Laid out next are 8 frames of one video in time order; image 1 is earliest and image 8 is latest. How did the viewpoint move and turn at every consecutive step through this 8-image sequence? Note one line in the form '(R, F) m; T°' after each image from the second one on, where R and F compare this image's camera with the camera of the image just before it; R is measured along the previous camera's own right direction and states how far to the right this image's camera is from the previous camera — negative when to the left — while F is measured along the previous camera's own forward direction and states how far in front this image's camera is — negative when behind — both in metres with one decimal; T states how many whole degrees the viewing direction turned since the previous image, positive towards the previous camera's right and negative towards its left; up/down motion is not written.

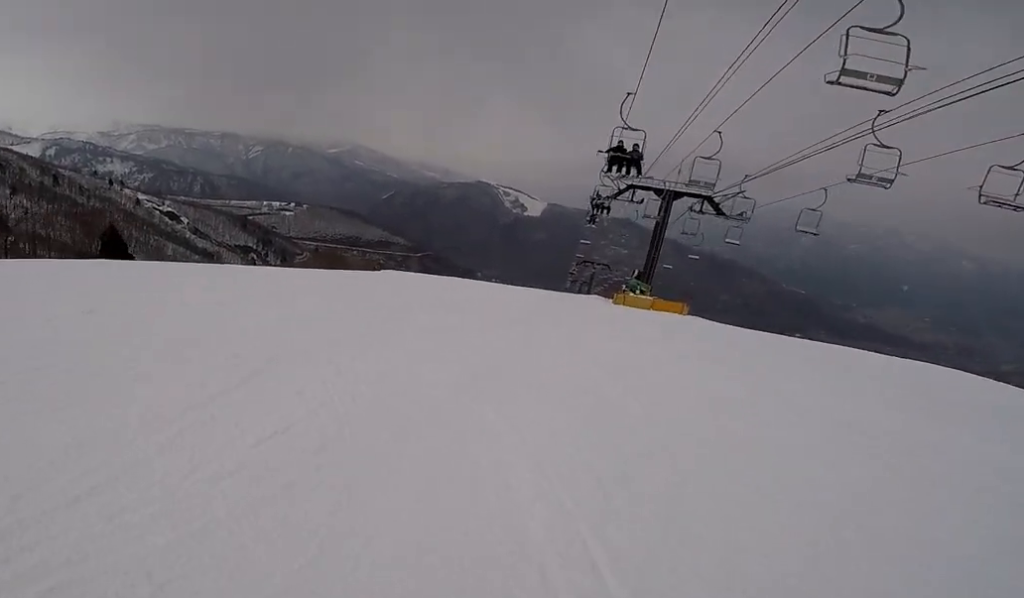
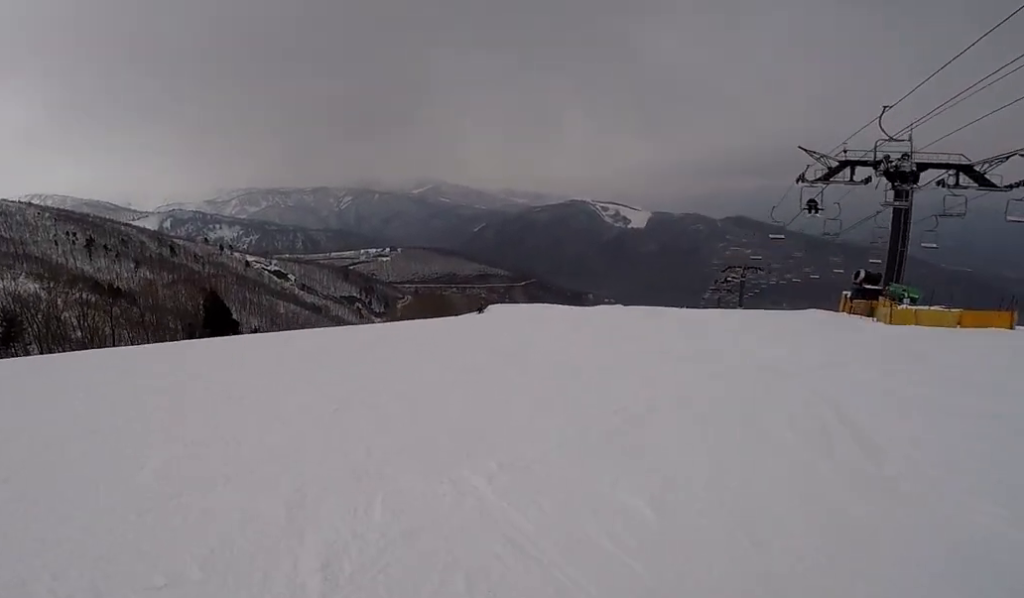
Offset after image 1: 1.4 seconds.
(-2.3, +7.4) m; -22°
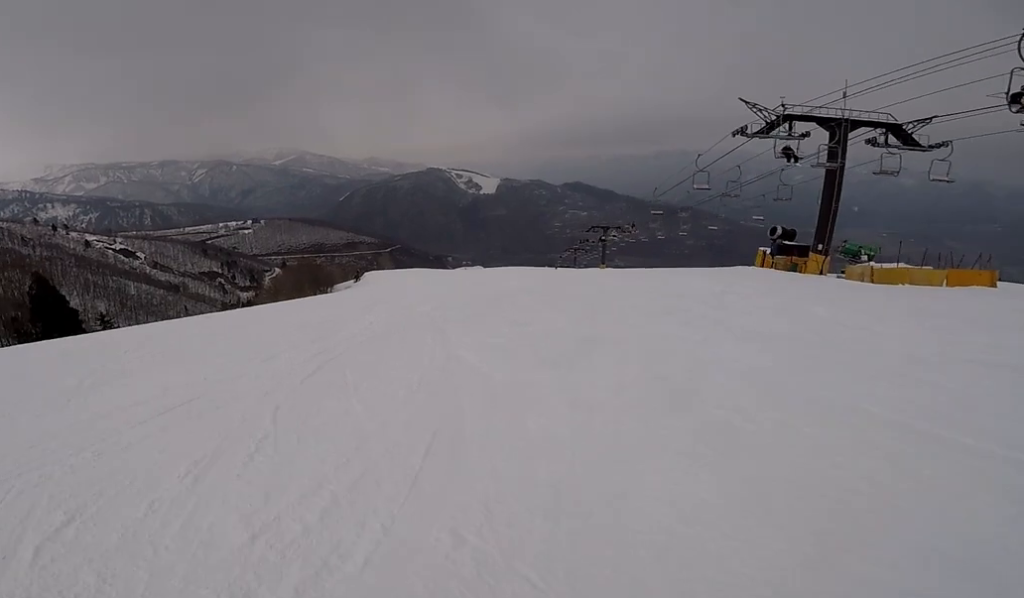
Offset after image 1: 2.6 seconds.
(-0.4, +6.8) m; +14°
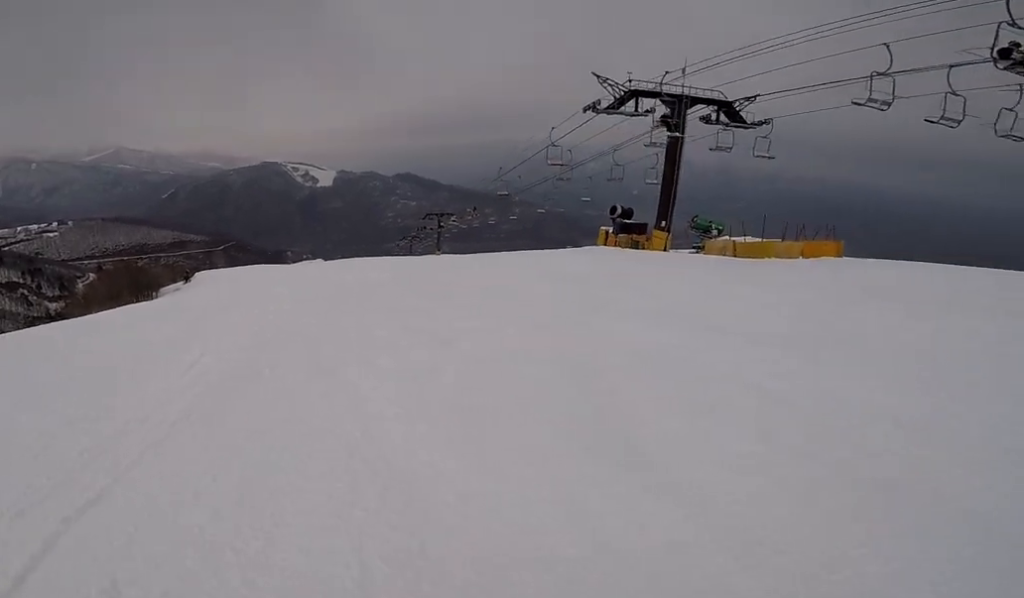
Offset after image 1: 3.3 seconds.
(+0.4, +3.5) m; +20°
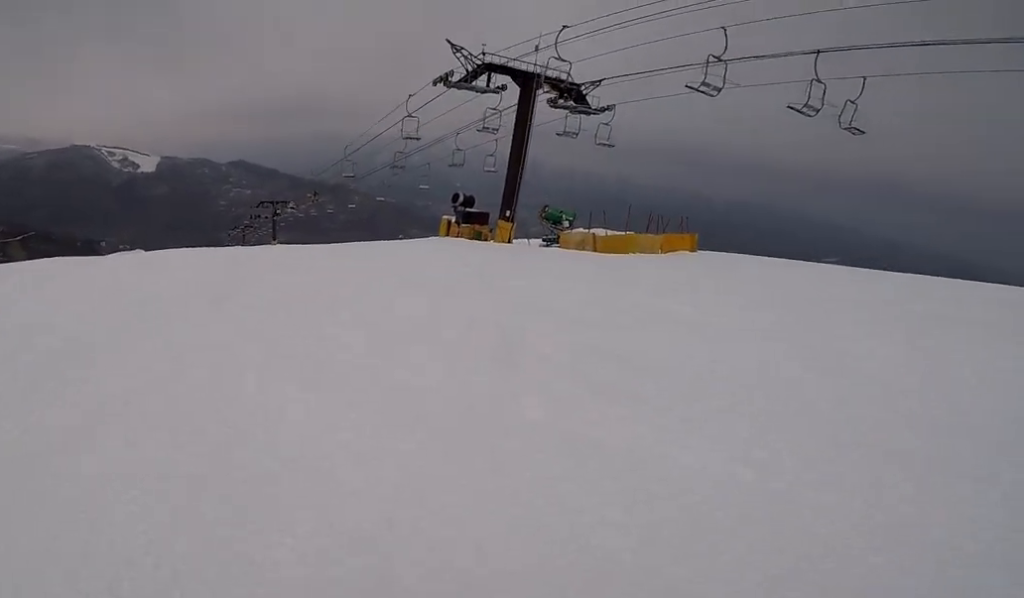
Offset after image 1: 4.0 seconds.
(+1.6, +4.1) m; +22°
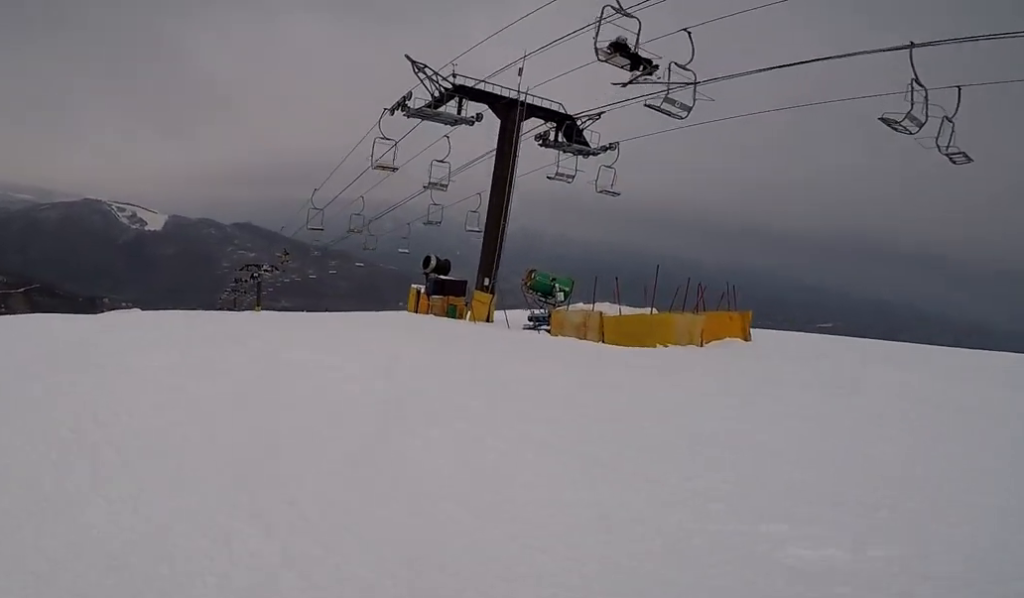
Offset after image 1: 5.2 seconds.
(+0.4, +6.3) m; +13°
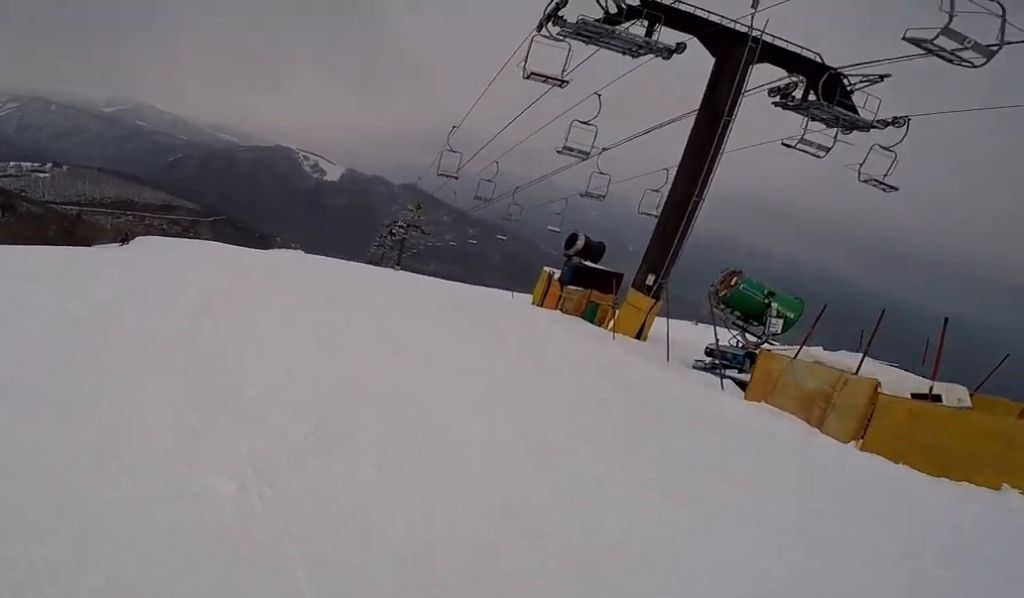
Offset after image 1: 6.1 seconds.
(+0.9, +5.0) m; -7°
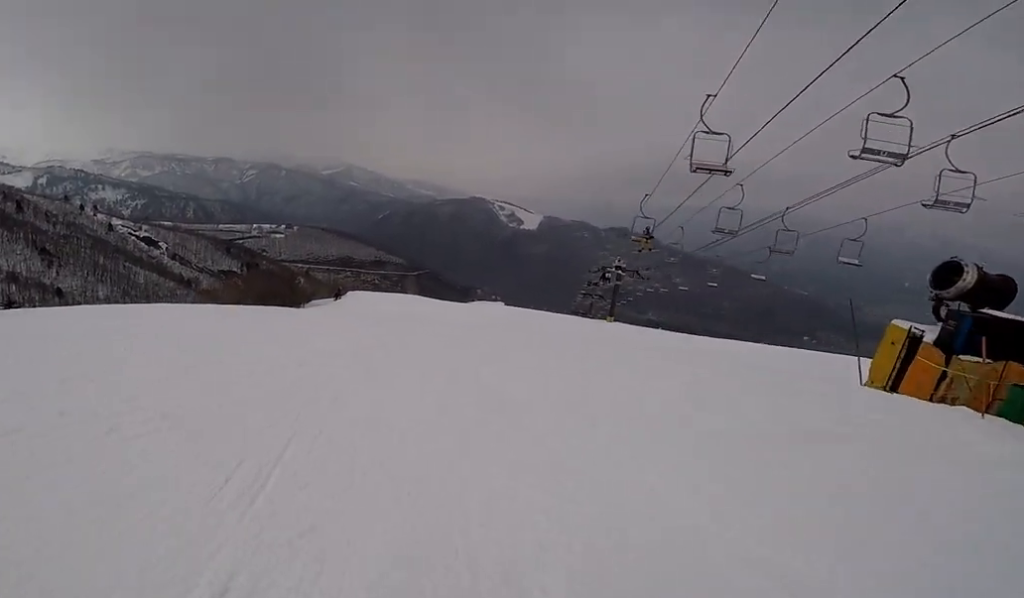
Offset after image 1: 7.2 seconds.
(-1.9, +5.3) m; -47°
